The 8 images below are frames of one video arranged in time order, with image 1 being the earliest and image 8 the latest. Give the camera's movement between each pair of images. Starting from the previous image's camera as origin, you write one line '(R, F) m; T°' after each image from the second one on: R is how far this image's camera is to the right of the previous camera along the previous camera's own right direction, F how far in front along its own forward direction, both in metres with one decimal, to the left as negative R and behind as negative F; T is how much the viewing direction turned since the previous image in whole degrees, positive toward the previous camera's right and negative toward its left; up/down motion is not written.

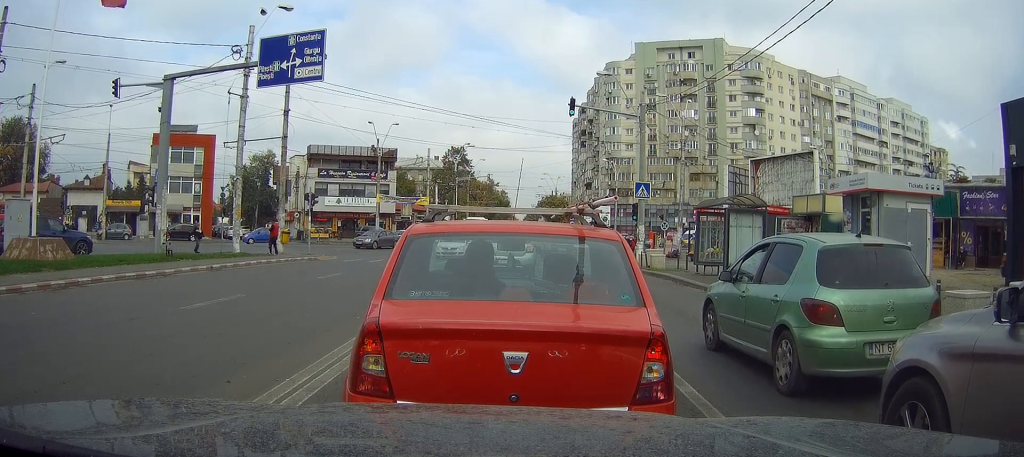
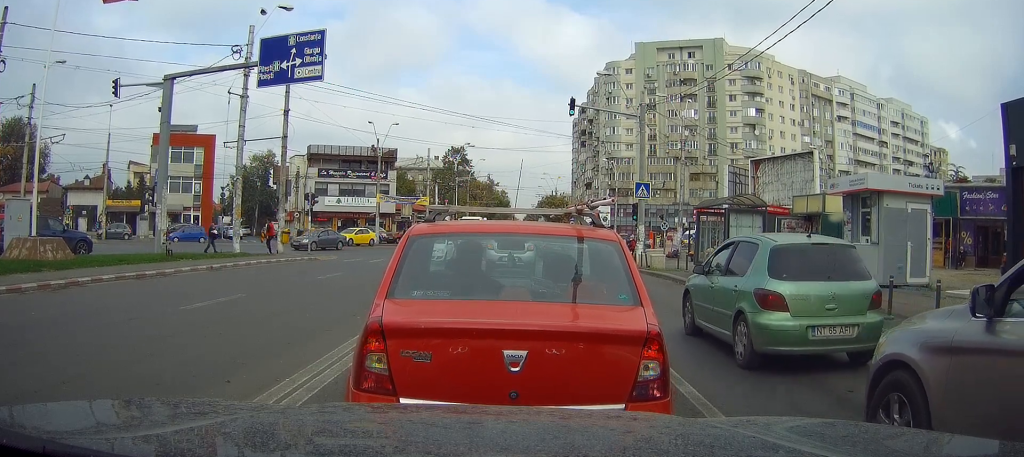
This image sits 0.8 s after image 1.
(0.0, 0.0) m; 0°
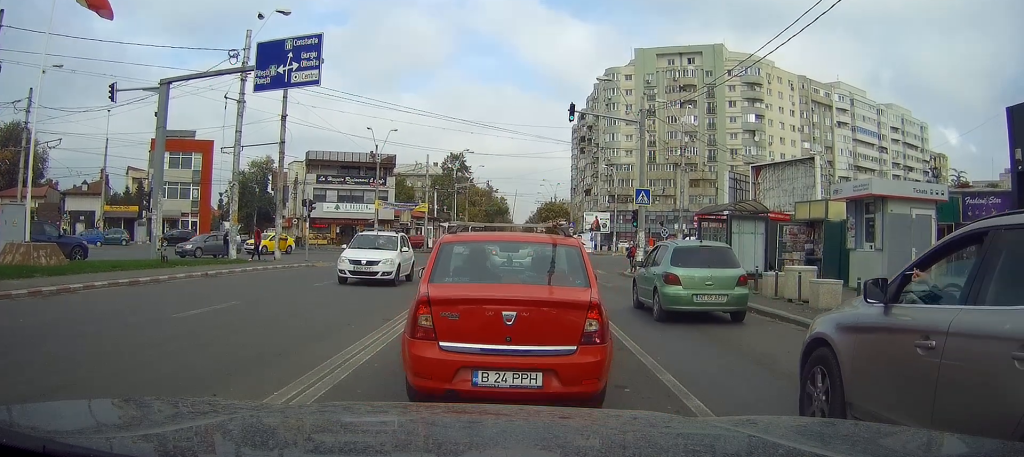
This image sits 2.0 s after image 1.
(0.0, +0.4) m; 0°
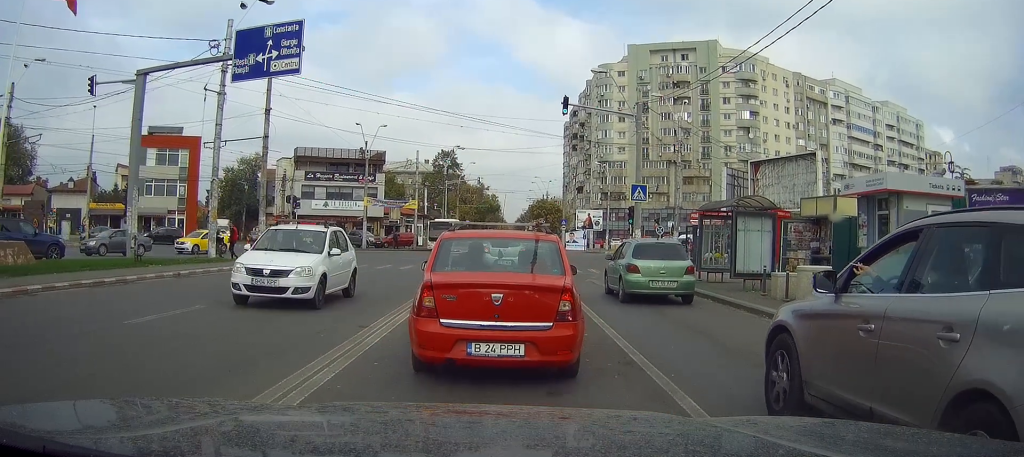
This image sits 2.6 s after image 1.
(-0.1, +0.9) m; 0°
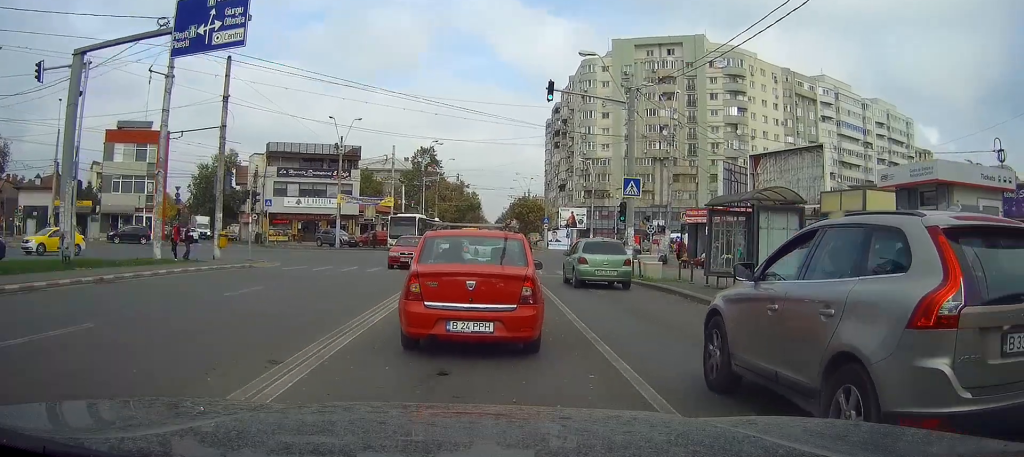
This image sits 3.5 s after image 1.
(0.0, +2.3) m; 0°
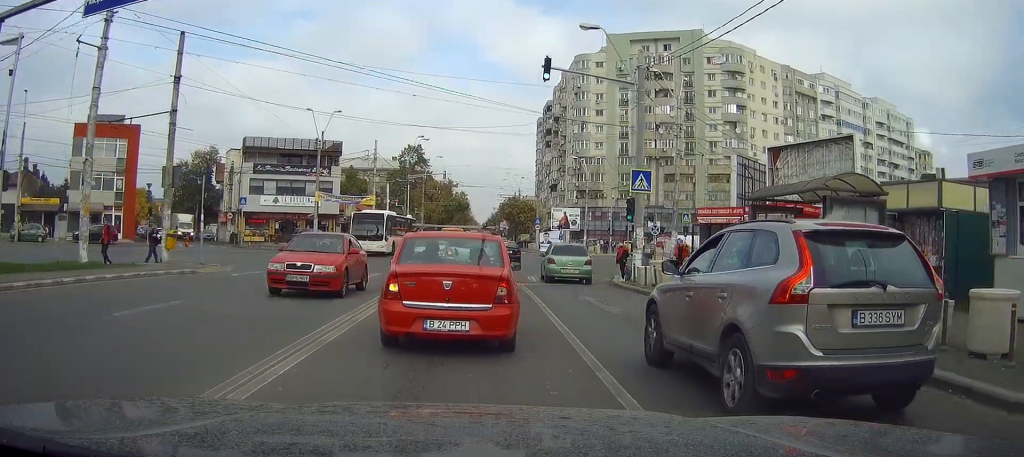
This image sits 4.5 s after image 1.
(0.0, +4.0) m; 0°
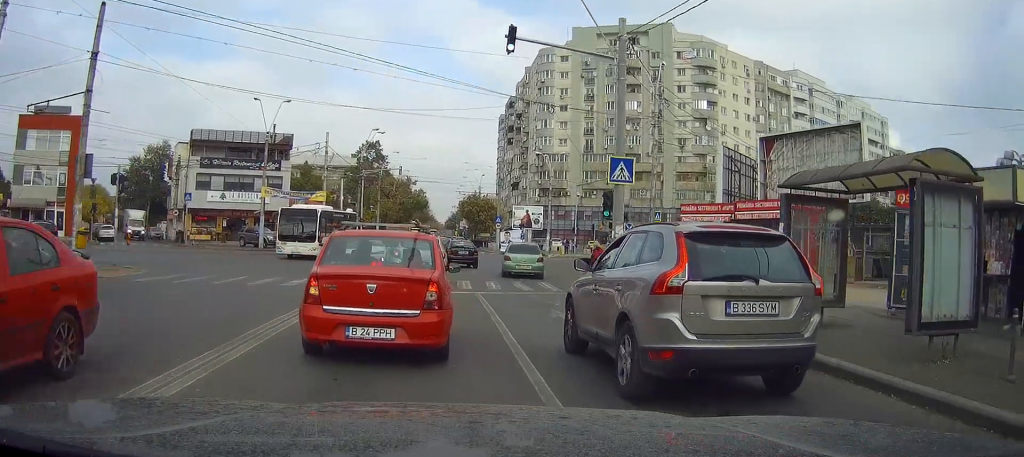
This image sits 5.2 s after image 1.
(-0.1, +3.7) m; +1°
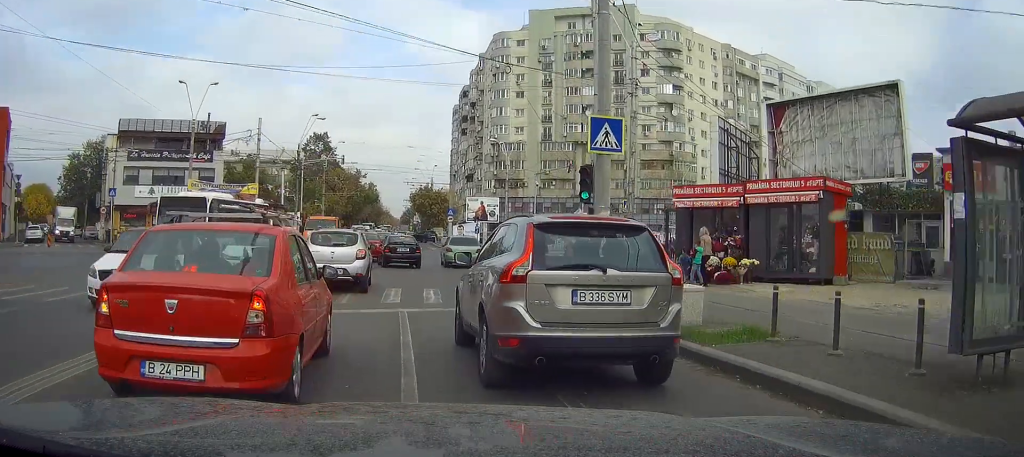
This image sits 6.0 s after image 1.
(+0.1, +5.8) m; +2°
